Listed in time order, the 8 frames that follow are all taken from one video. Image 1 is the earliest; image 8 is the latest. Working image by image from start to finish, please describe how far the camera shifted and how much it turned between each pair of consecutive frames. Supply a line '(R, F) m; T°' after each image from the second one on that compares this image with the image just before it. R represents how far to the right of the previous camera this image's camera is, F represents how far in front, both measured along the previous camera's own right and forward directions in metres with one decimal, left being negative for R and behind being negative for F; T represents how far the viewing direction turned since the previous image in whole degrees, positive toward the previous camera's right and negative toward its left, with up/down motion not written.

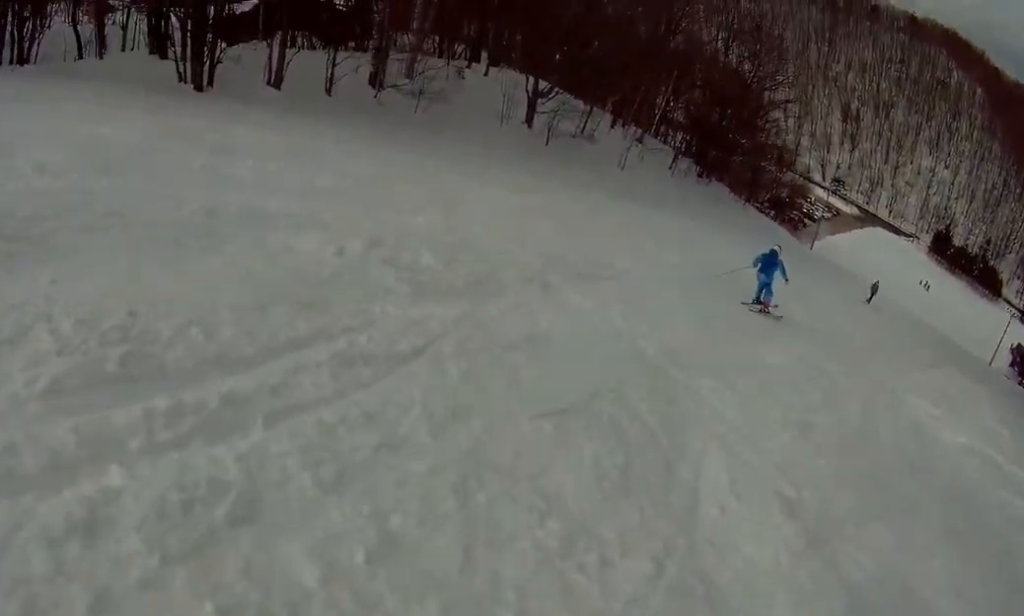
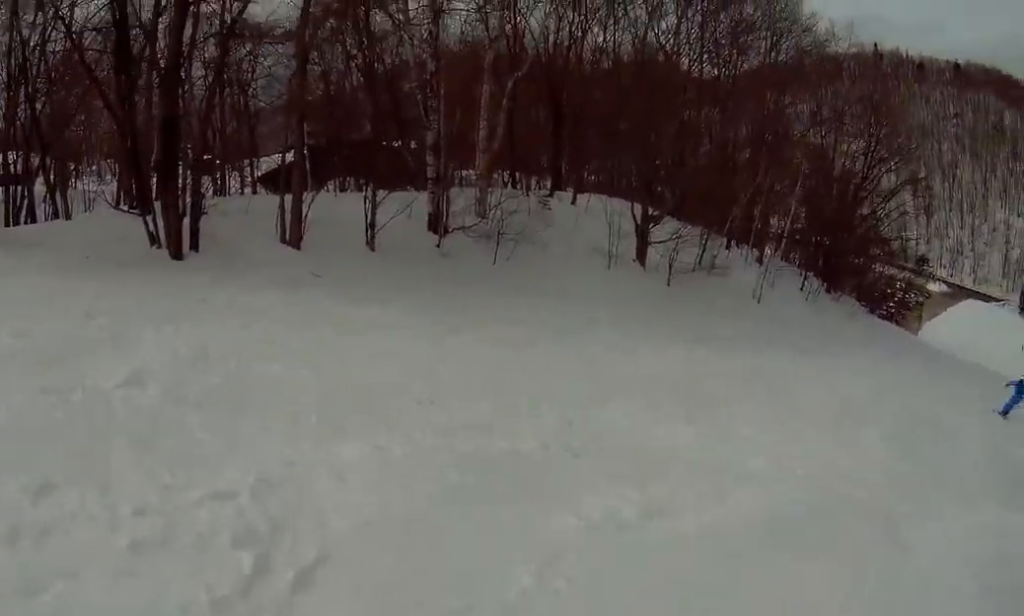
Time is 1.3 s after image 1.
(-1.0, +1.8) m; -38°
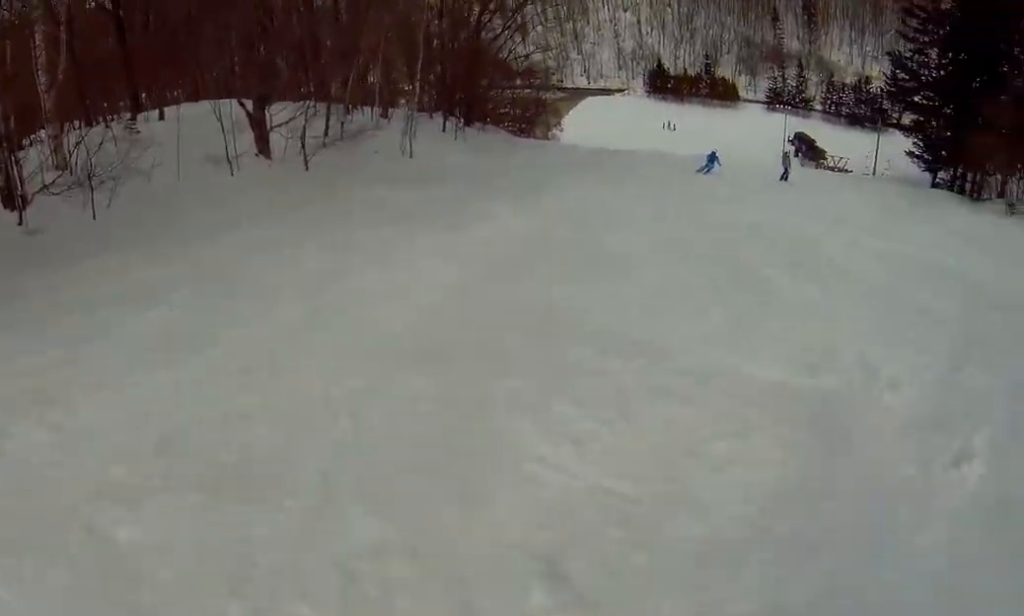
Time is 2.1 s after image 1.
(+0.1, +1.9) m; +13°
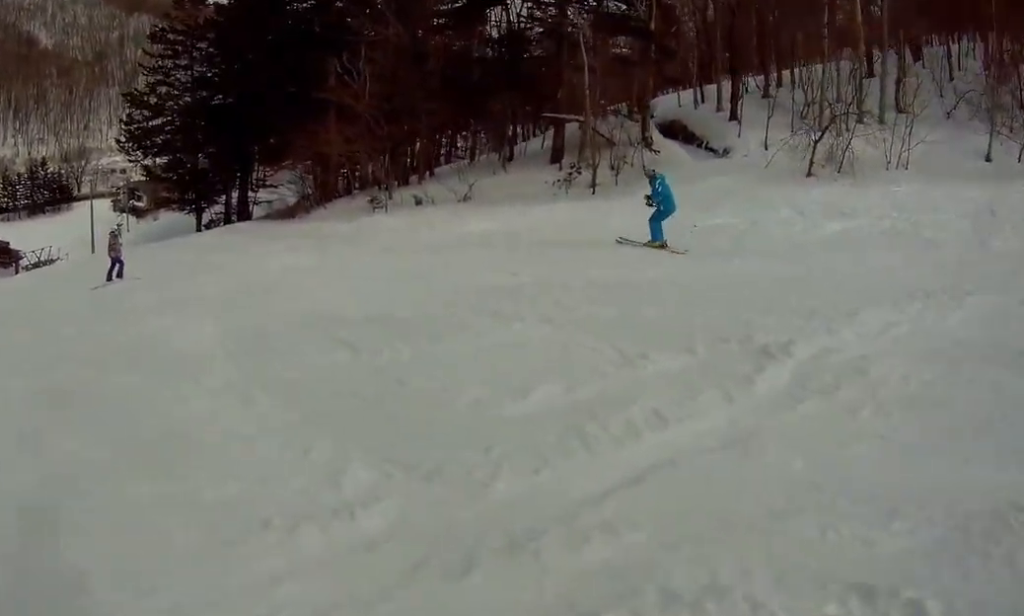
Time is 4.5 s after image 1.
(+2.9, +9.9) m; +25°
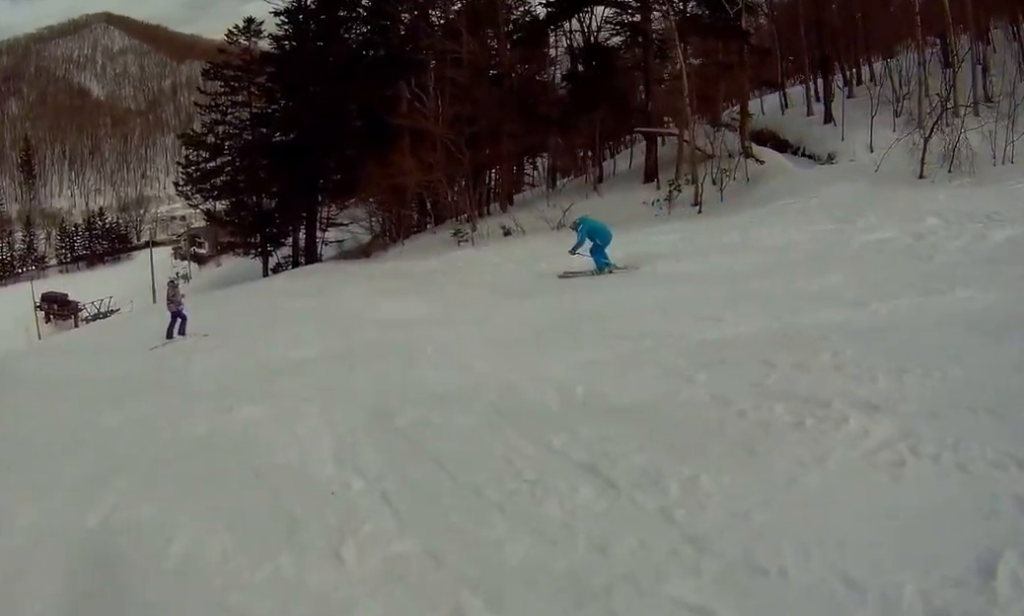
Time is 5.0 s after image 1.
(+0.6, +3.1) m; -5°
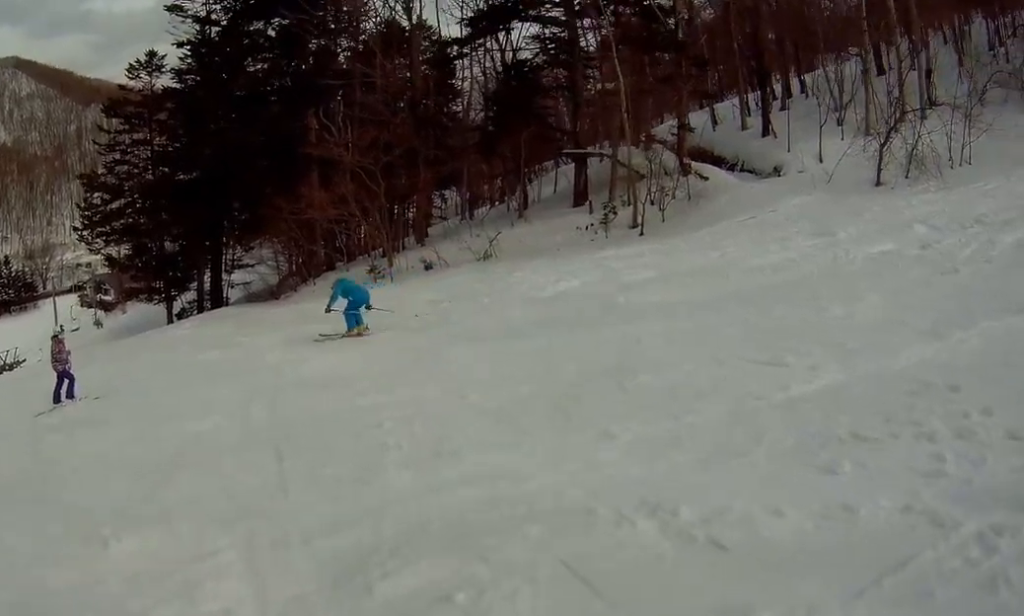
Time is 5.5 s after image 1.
(+0.1, +2.6) m; -6°
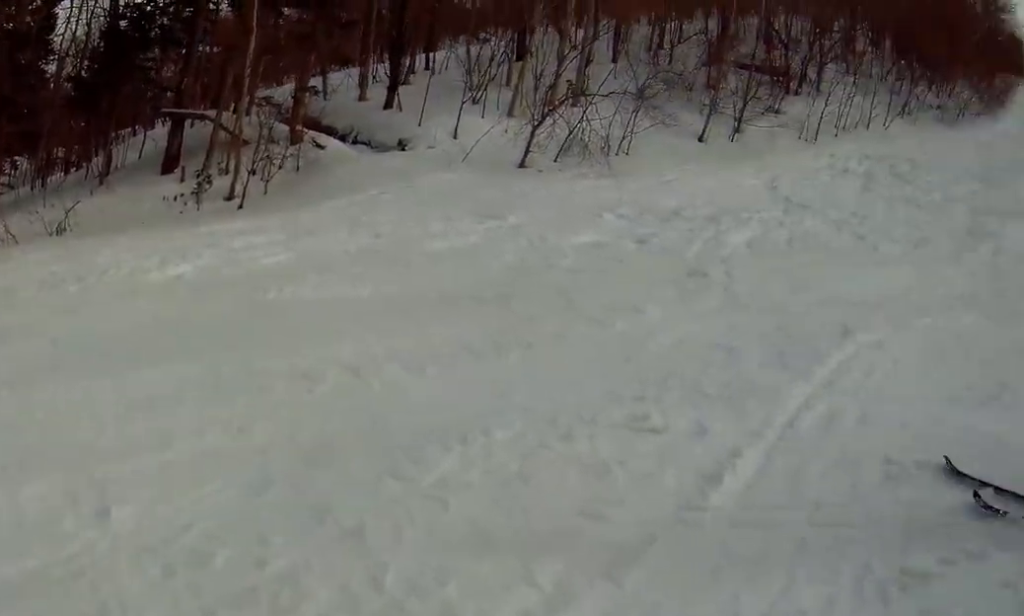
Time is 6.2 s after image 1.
(-1.2, +4.3) m; -13°
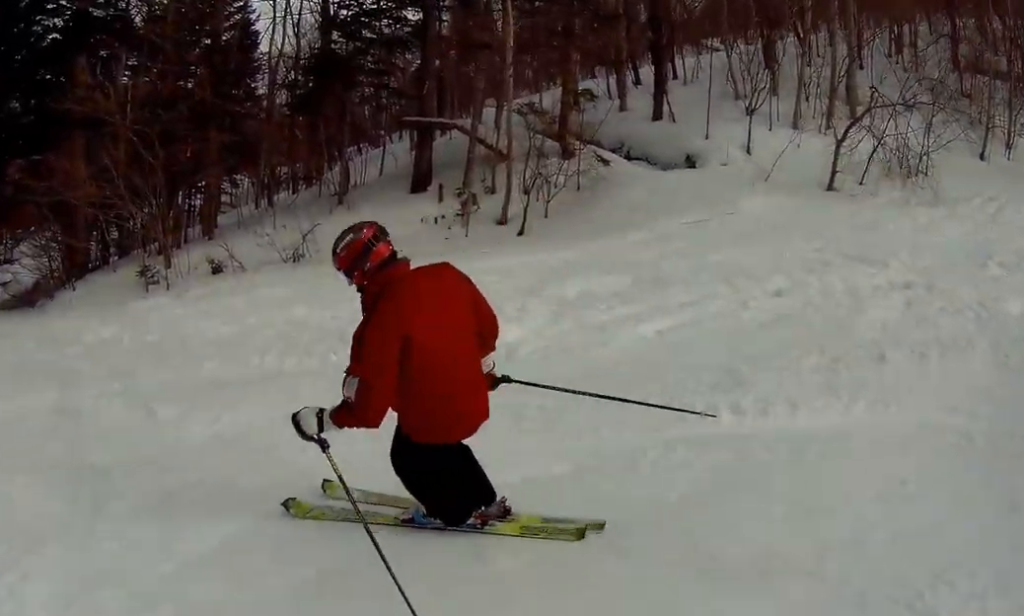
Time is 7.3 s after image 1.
(-0.5, +7.8) m; +6°
